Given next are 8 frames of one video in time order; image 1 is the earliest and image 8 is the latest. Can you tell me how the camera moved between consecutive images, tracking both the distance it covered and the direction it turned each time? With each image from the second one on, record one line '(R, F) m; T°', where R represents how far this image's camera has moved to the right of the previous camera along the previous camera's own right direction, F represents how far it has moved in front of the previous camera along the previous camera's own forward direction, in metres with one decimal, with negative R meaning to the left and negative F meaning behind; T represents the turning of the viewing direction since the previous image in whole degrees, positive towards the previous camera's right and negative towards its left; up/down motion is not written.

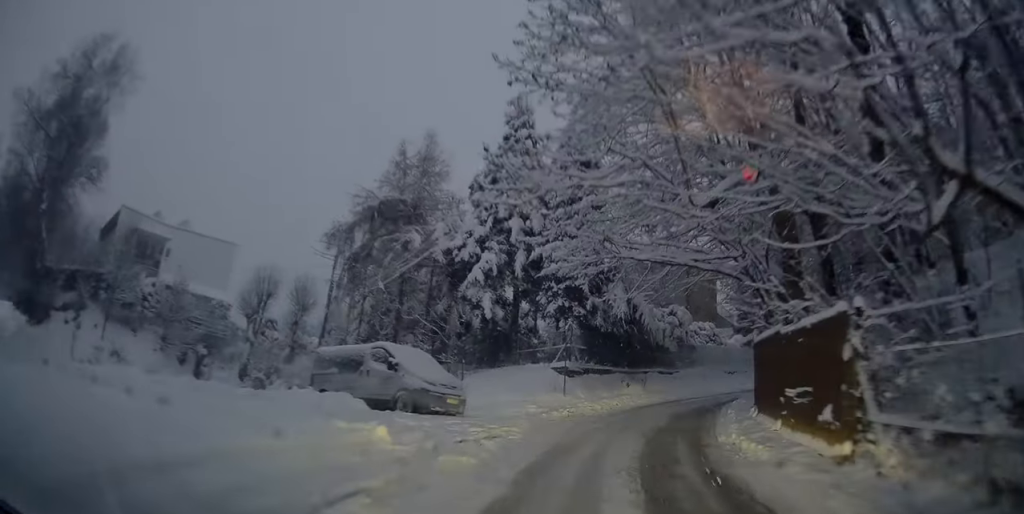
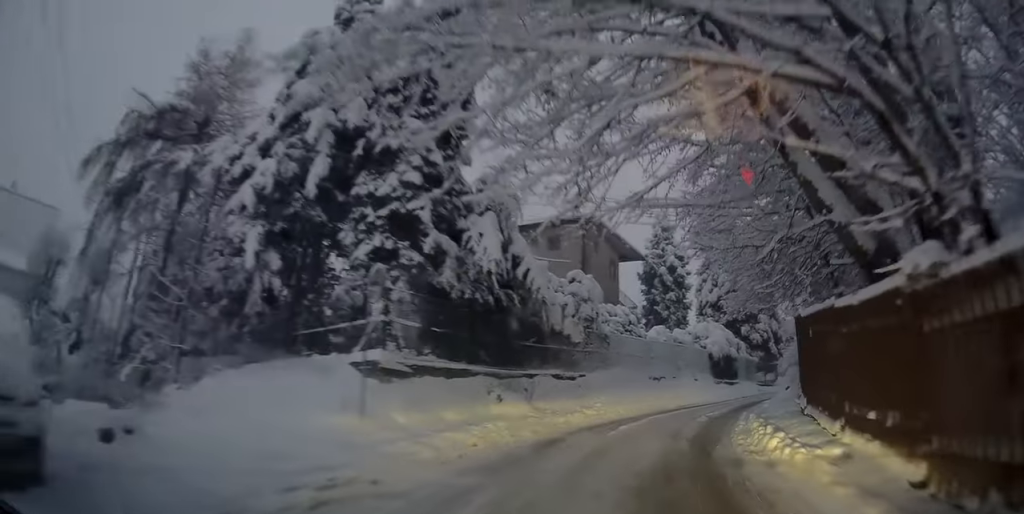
(+1.0, +11.0) m; +13°
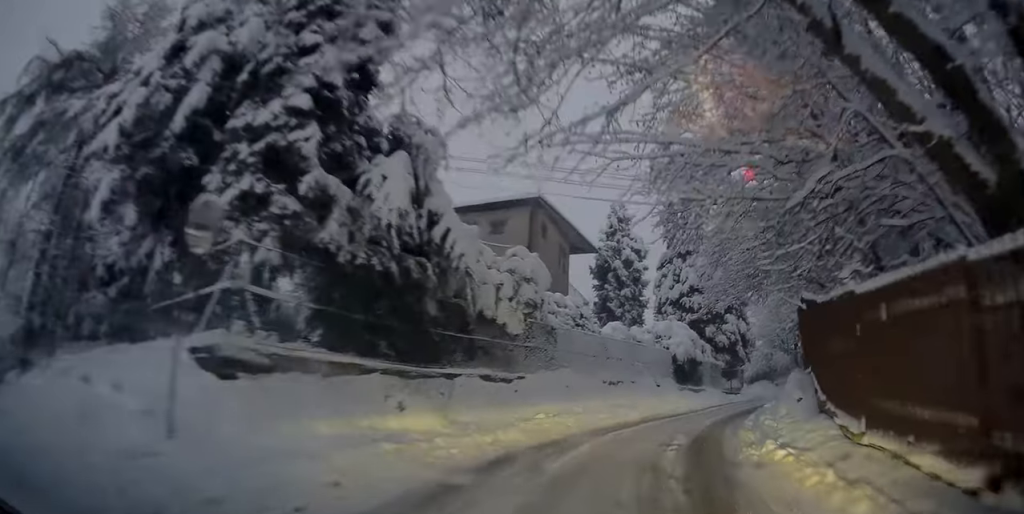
(+0.2, +3.7) m; +5°
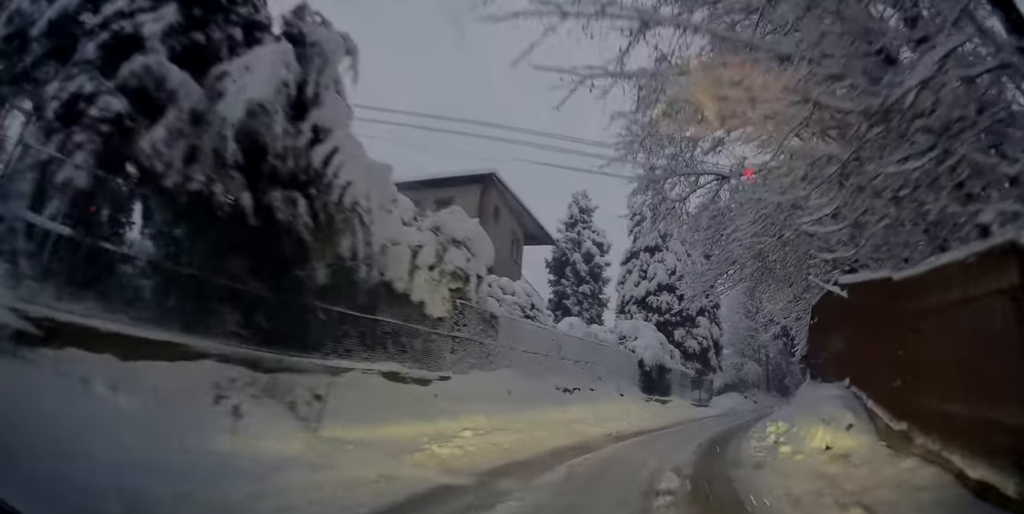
(+0.1, +3.7) m; +5°
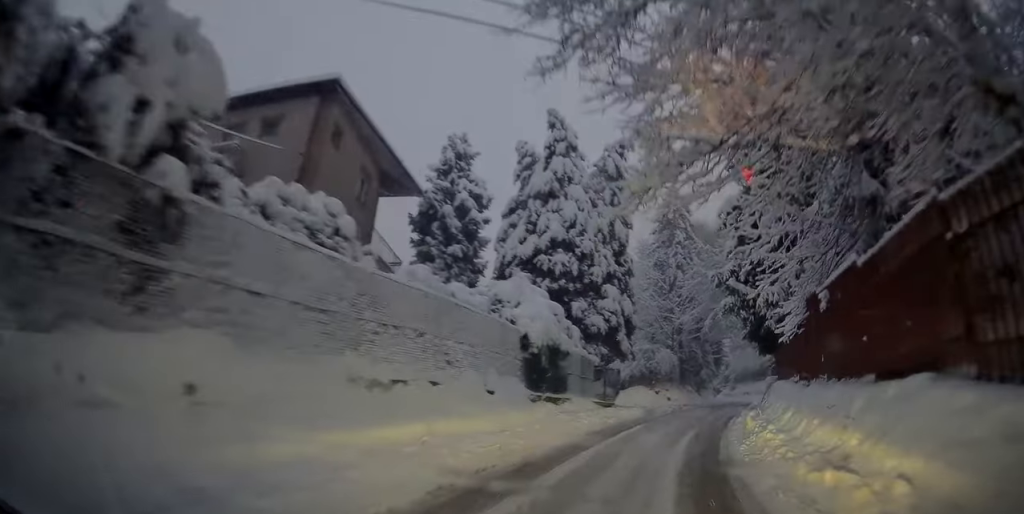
(+0.7, +7.1) m; +11°
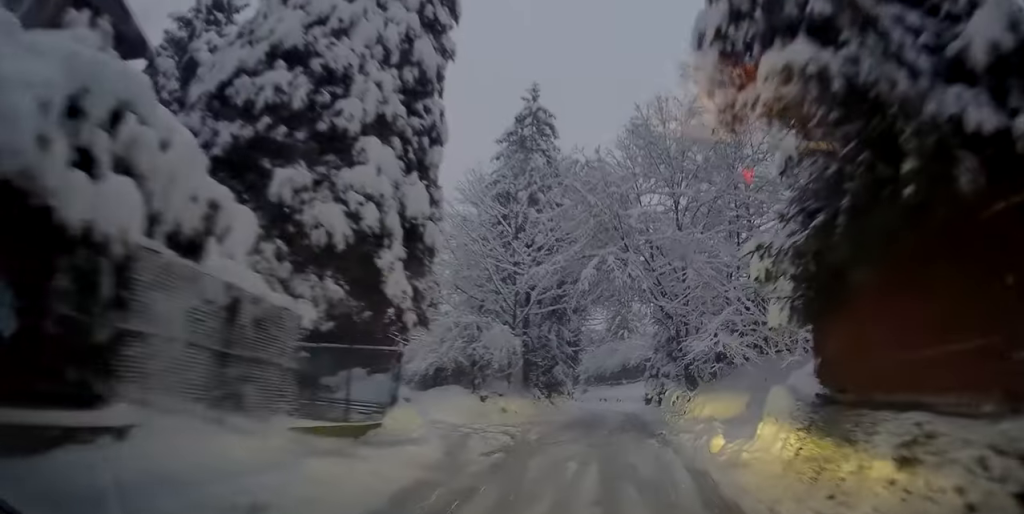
(+3.5, +10.0) m; +27°
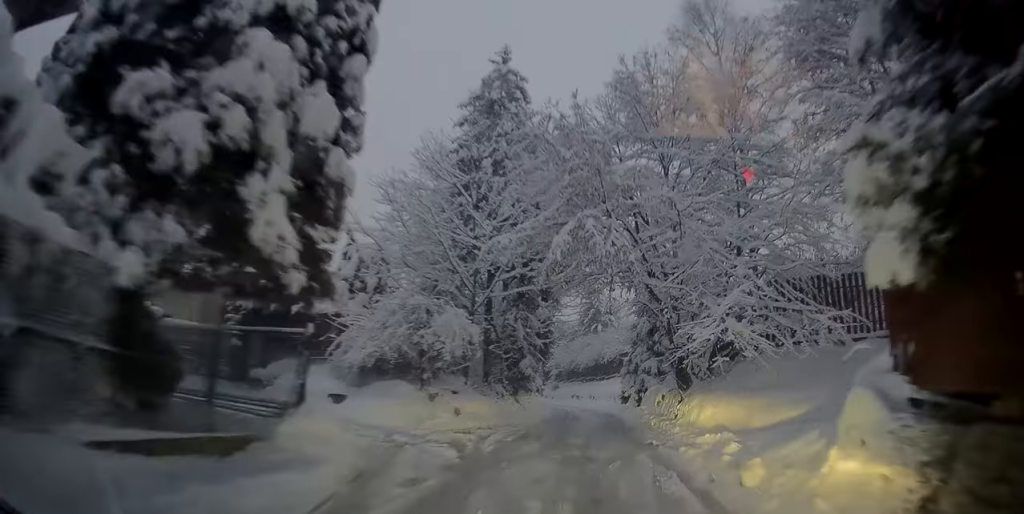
(0.0, +2.6) m; 0°
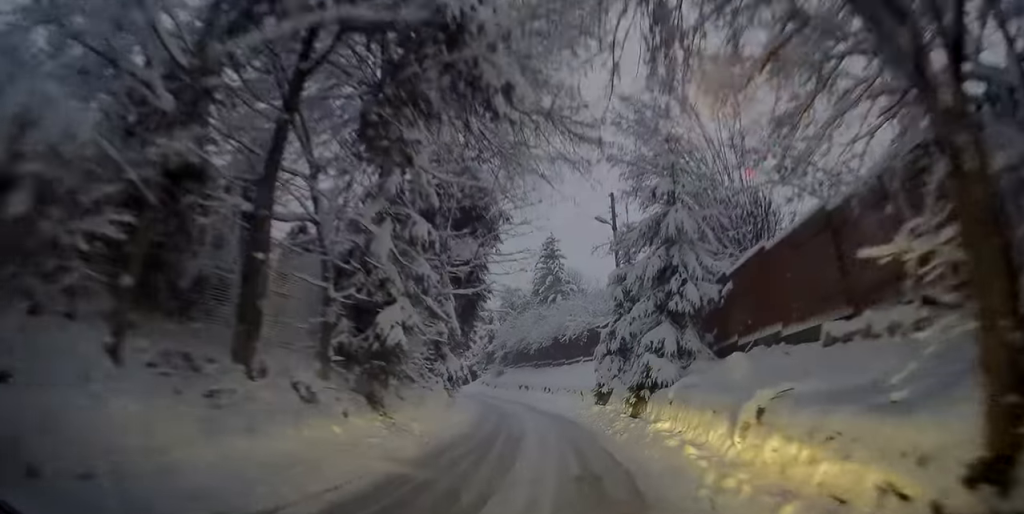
(-0.9, +11.3) m; -3°
